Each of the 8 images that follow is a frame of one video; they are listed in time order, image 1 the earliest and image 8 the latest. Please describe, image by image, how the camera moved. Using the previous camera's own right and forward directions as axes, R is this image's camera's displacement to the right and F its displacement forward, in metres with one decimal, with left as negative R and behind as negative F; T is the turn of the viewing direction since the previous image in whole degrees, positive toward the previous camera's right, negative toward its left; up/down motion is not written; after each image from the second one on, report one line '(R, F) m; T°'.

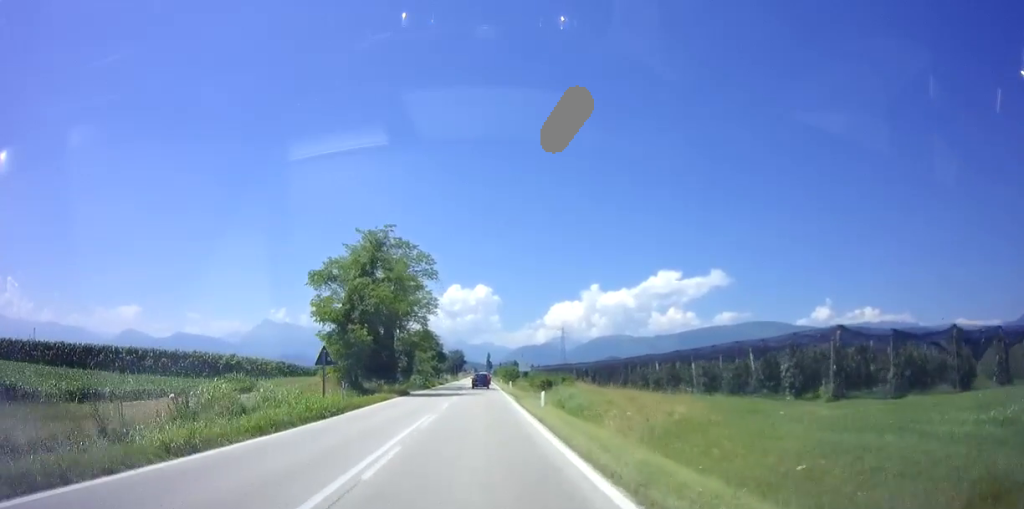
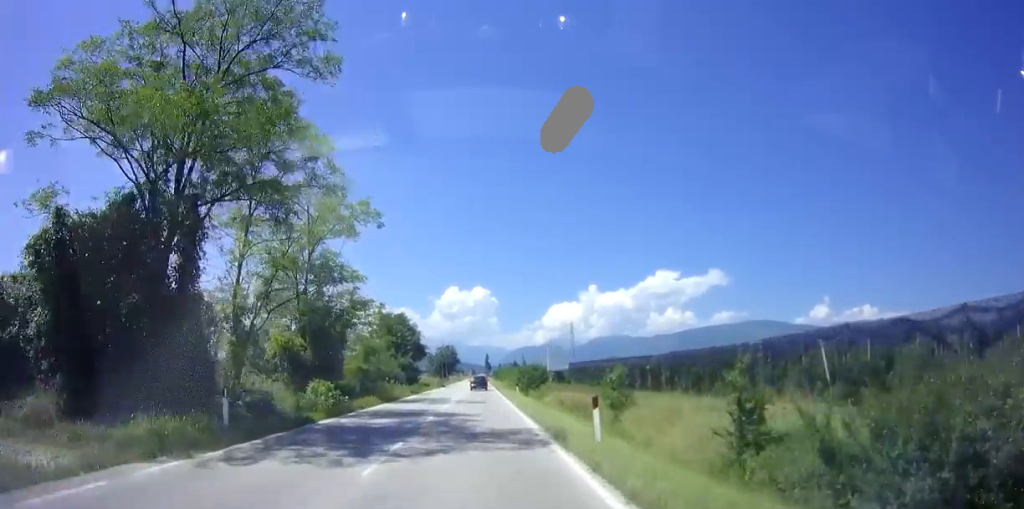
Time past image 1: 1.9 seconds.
(-0.1, +35.1) m; -1°
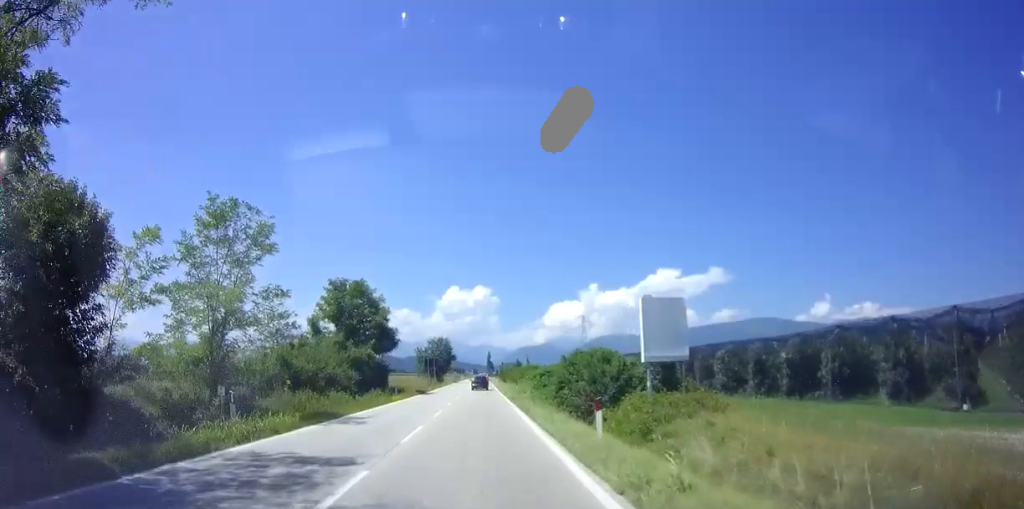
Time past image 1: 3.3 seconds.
(-0.3, +24.2) m; -1°
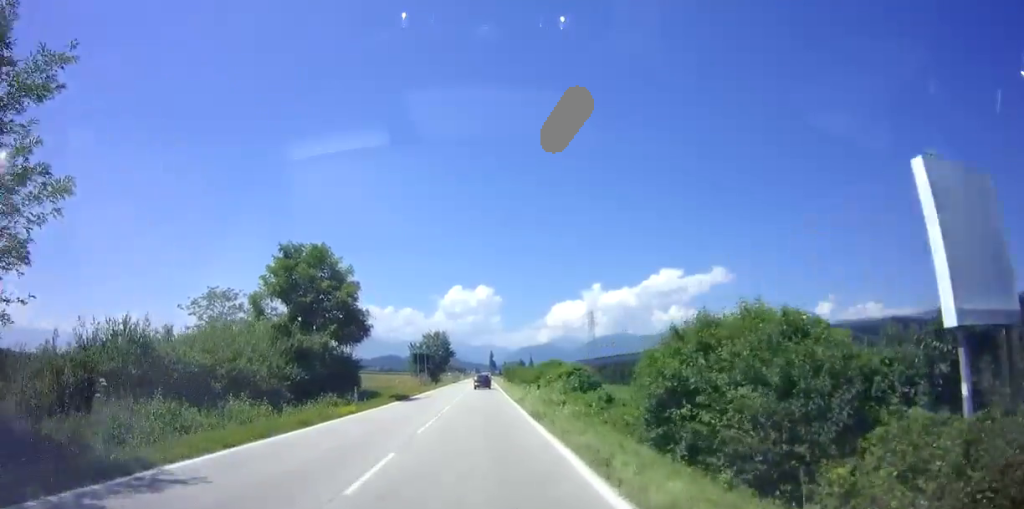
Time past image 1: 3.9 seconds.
(0.0, +12.1) m; 0°
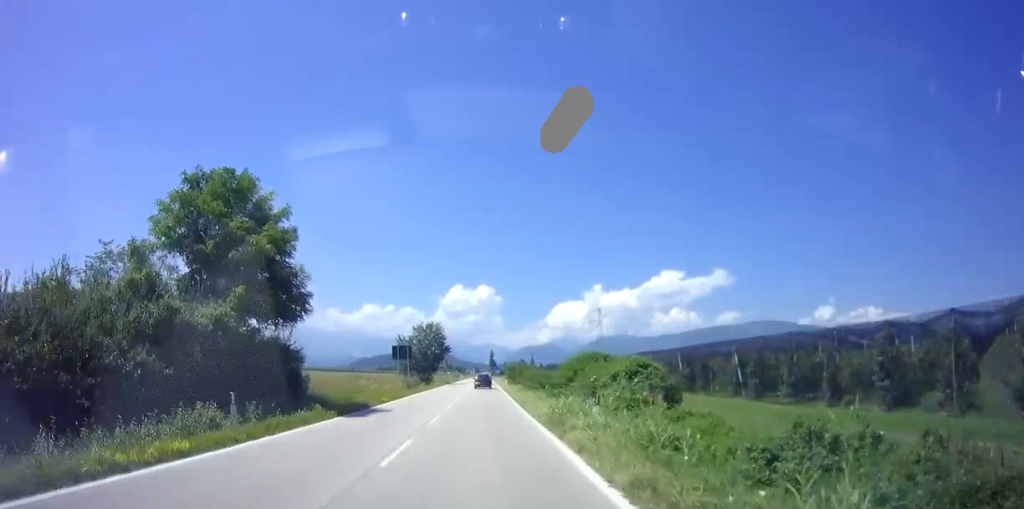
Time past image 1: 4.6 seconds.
(+0.1, +12.2) m; 0°
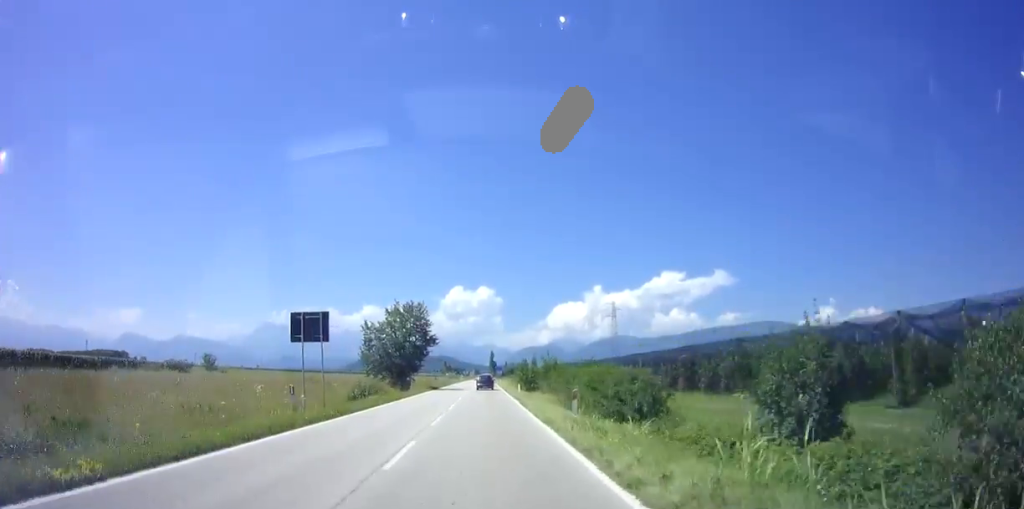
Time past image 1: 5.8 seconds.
(+0.1, +21.9) m; 0°
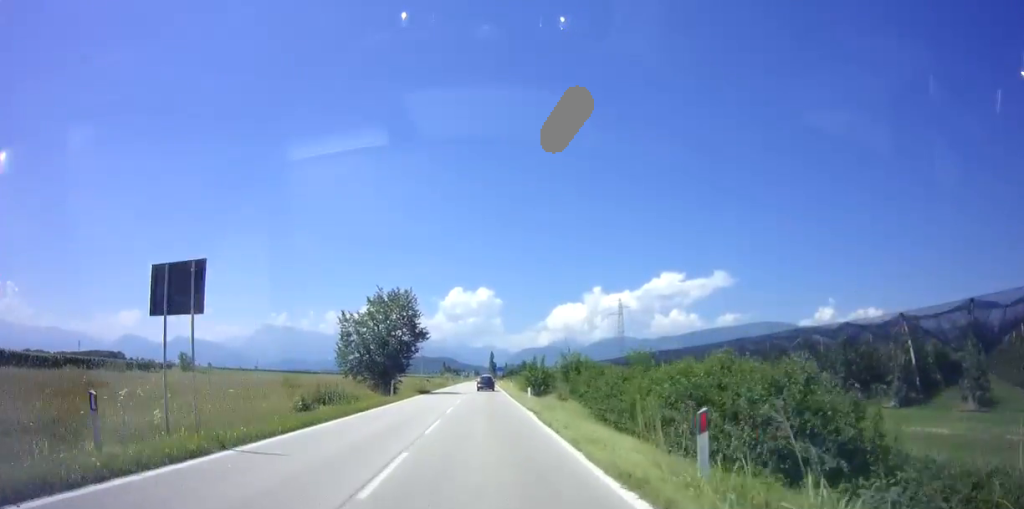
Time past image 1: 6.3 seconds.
(0.0, +8.5) m; 0°
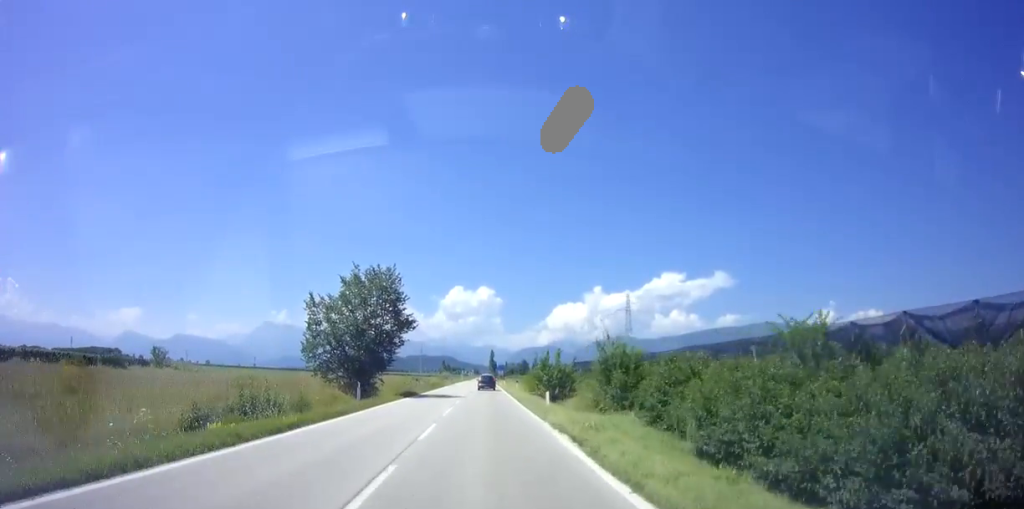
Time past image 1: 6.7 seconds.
(0.0, +8.5) m; 0°
